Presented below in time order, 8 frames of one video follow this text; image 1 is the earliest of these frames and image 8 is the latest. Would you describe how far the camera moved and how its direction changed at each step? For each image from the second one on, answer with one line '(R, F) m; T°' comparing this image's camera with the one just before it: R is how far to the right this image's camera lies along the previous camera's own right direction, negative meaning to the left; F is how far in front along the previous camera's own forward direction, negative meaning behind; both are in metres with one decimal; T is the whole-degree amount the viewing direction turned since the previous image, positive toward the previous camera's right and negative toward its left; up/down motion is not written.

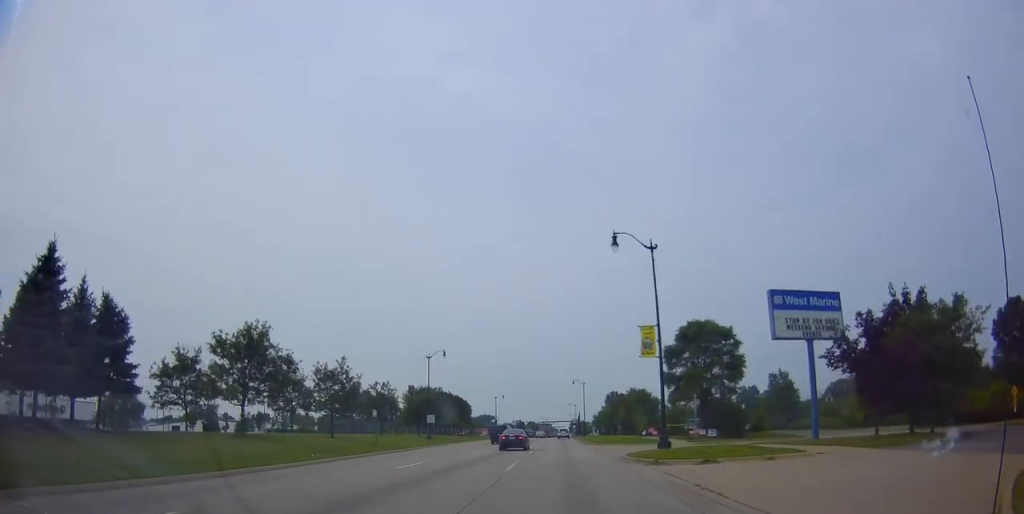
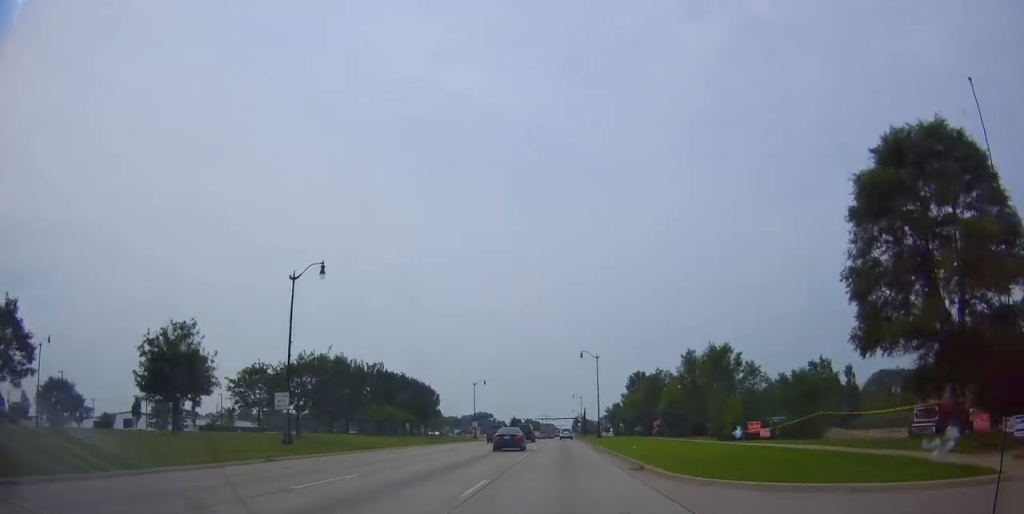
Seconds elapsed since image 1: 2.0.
(-1.1, +38.7) m; -2°
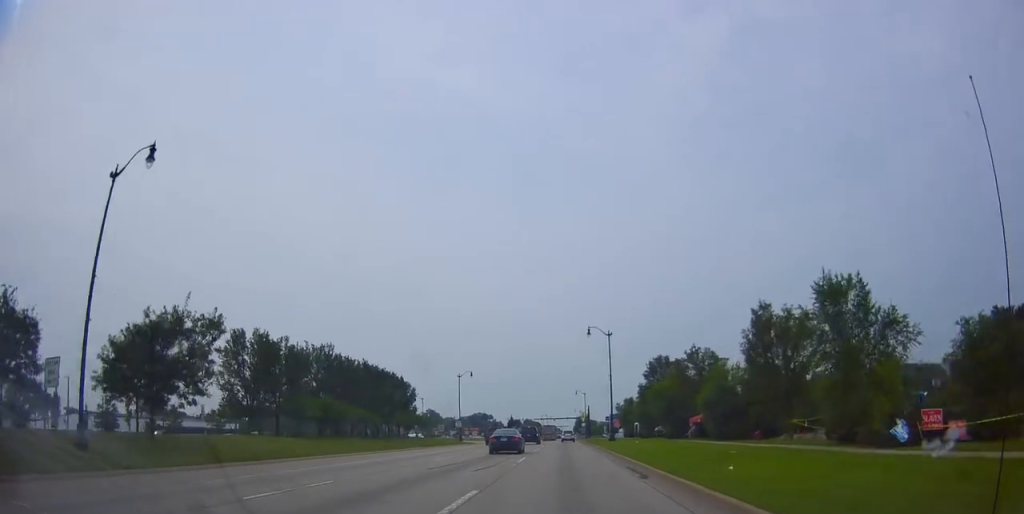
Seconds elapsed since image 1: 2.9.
(+0.1, +17.7) m; +1°
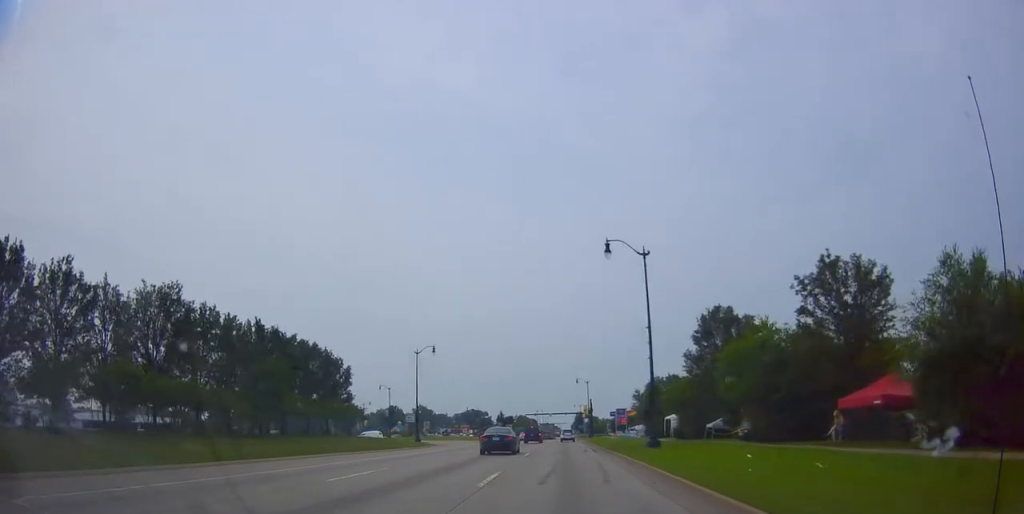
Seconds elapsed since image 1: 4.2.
(+0.7, +26.2) m; +2°
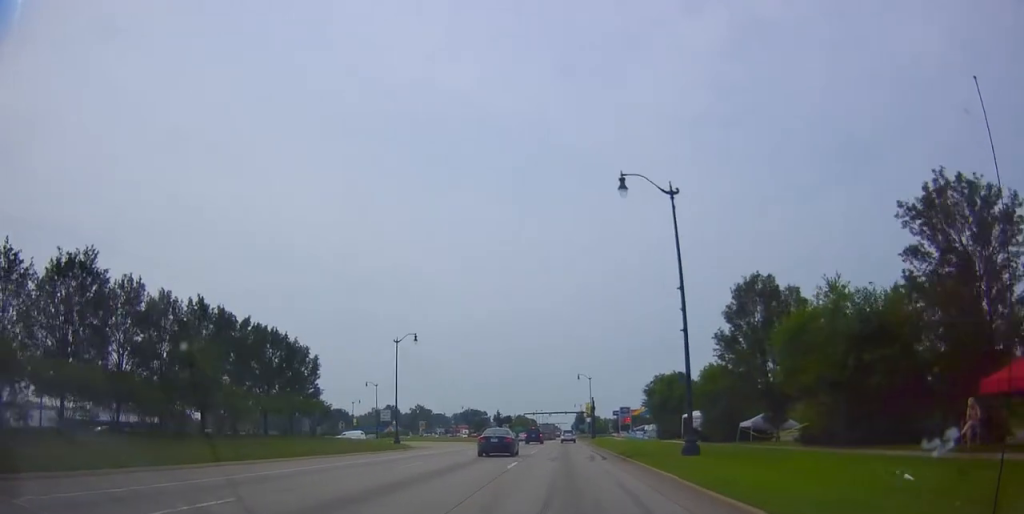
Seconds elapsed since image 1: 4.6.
(+0.1, +8.5) m; 0°
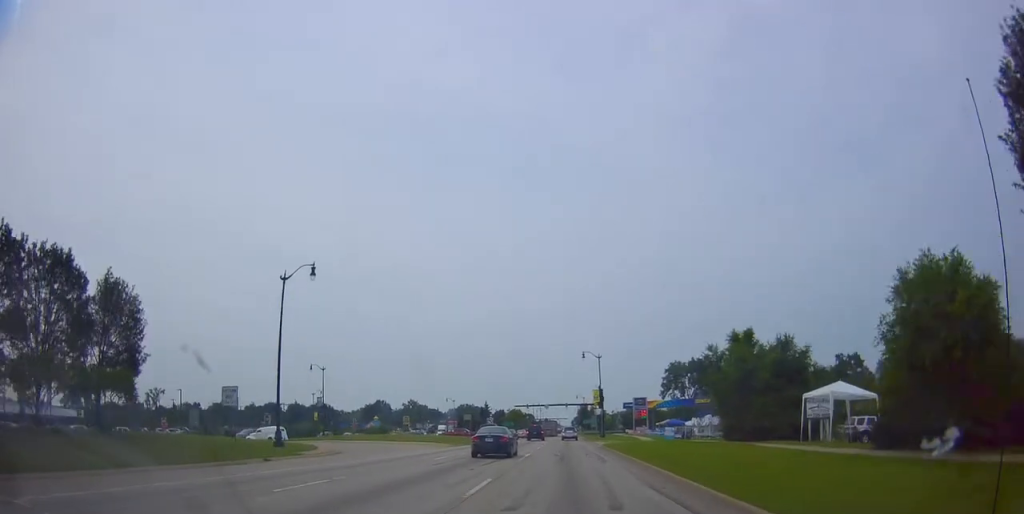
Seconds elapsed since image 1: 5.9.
(-0.6, +25.2) m; -2°
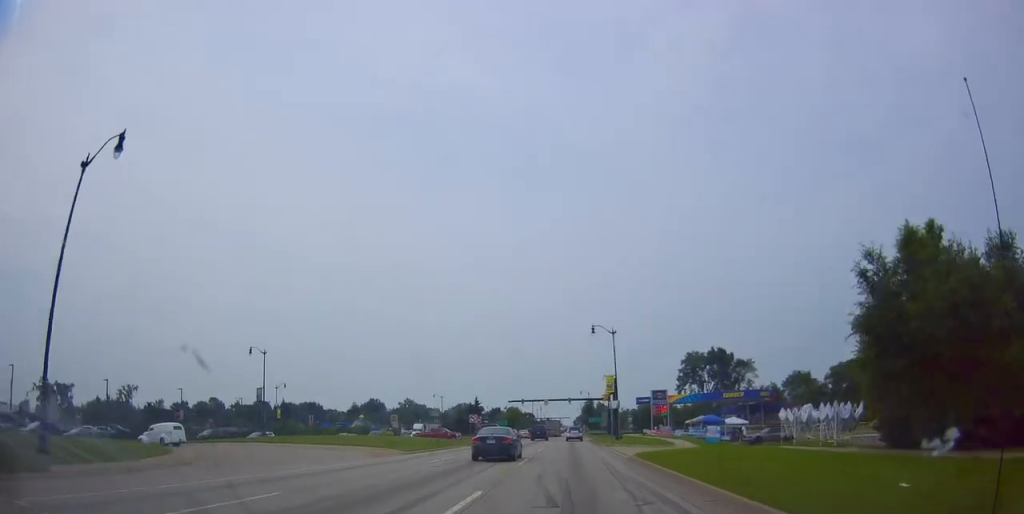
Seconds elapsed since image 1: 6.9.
(-0.1, +18.6) m; 0°
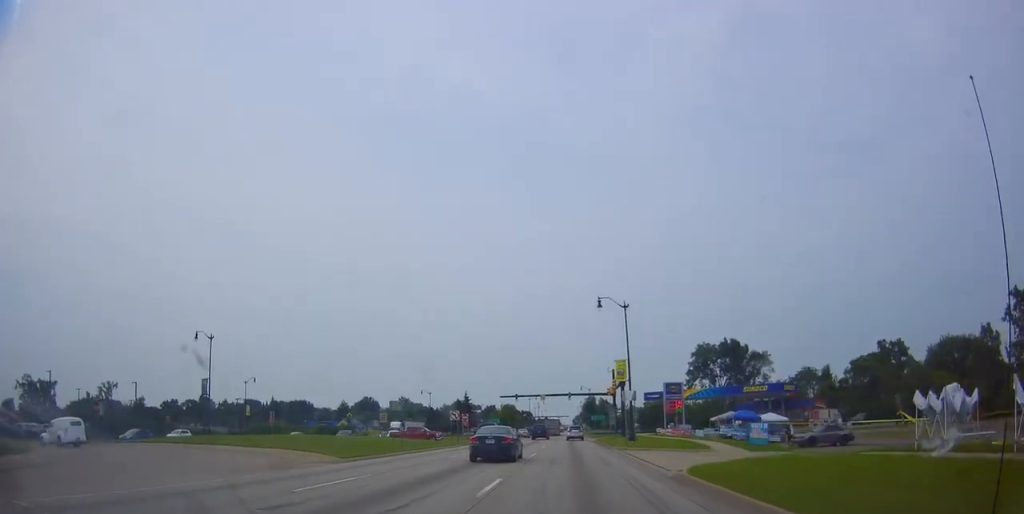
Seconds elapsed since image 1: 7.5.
(+0.4, +11.5) m; +1°
